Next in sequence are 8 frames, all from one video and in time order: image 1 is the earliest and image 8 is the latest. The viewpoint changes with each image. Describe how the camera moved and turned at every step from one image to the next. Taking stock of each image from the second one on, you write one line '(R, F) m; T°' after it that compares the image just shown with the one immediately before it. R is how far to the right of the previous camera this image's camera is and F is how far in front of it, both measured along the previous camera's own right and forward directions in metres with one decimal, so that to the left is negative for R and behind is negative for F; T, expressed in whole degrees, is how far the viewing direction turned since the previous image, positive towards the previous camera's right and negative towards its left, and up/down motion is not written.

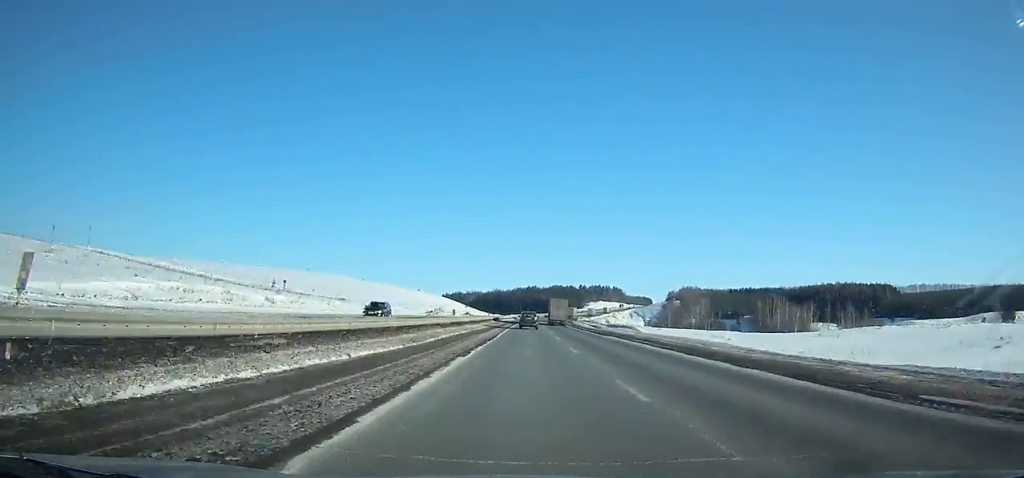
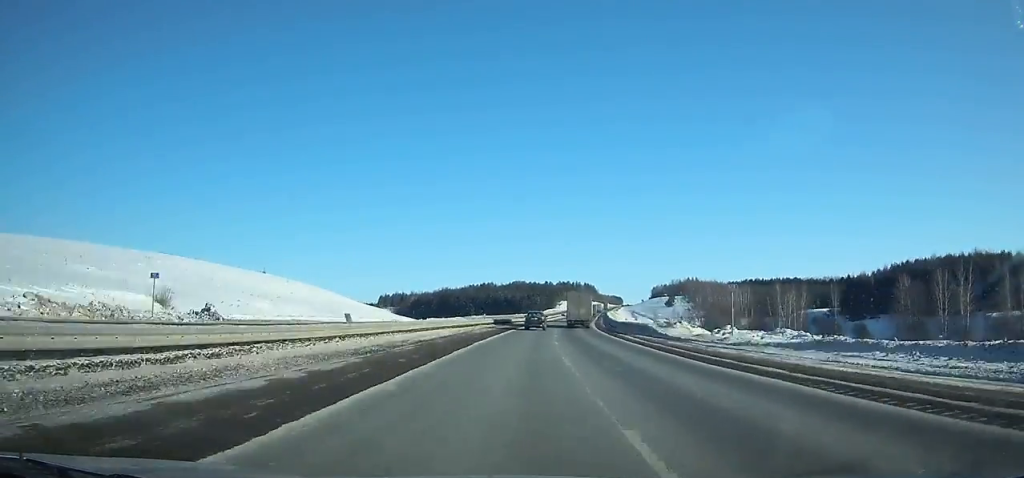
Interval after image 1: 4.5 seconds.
(+2.1, +131.3) m; +3°
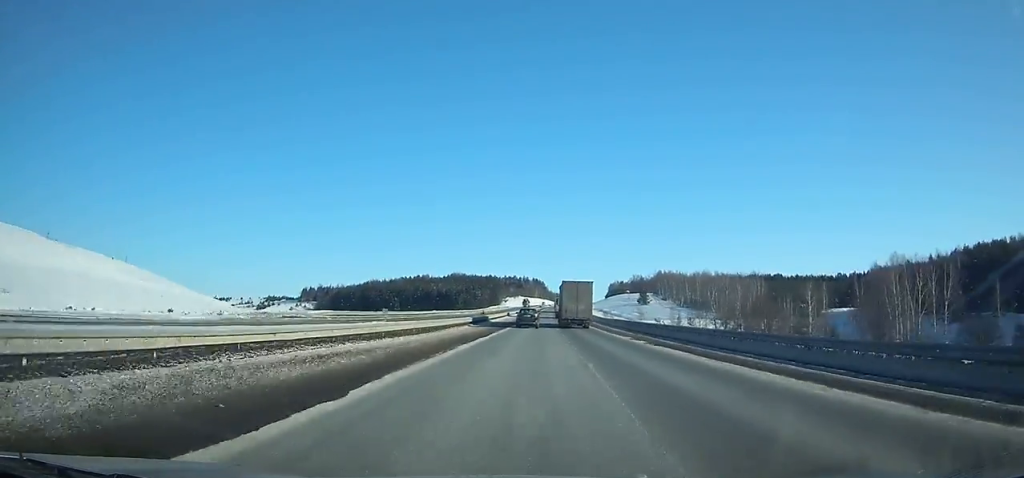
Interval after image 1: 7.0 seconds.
(+1.4, +73.7) m; +4°
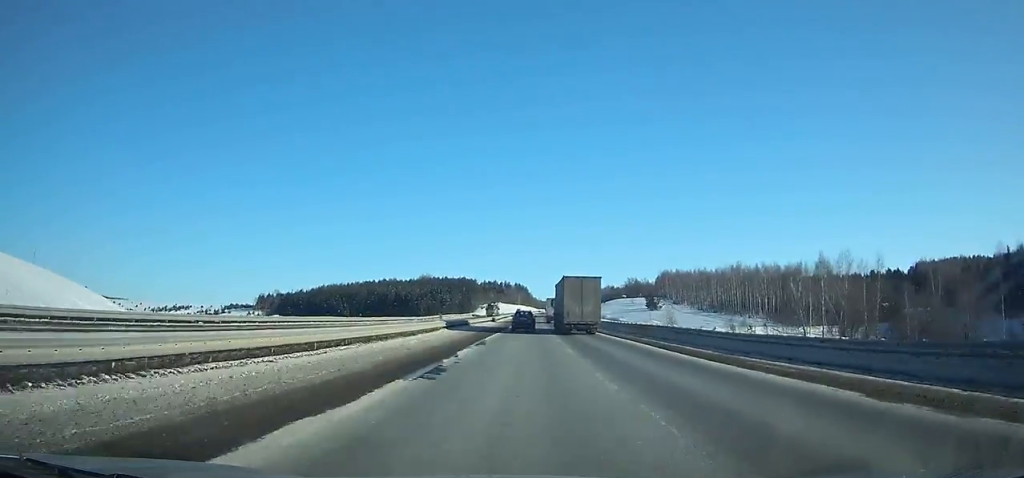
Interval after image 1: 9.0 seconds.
(+2.6, +59.2) m; +2°
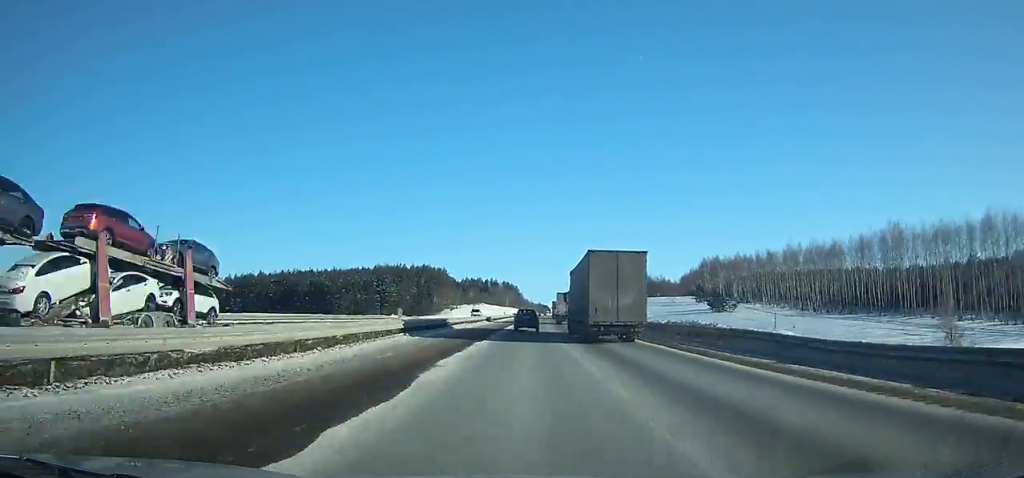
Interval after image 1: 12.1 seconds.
(+2.2, +92.1) m; +2°
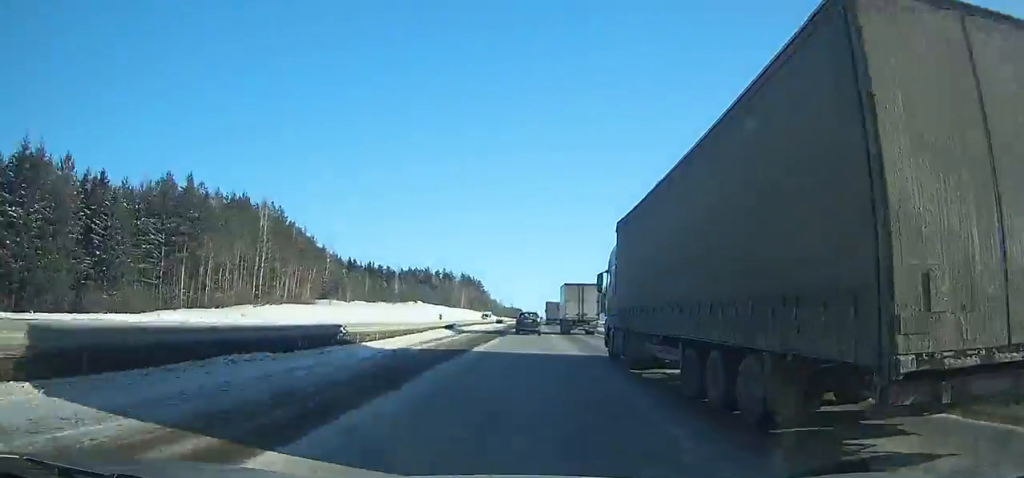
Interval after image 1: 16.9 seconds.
(+3.5, +144.5) m; +3°
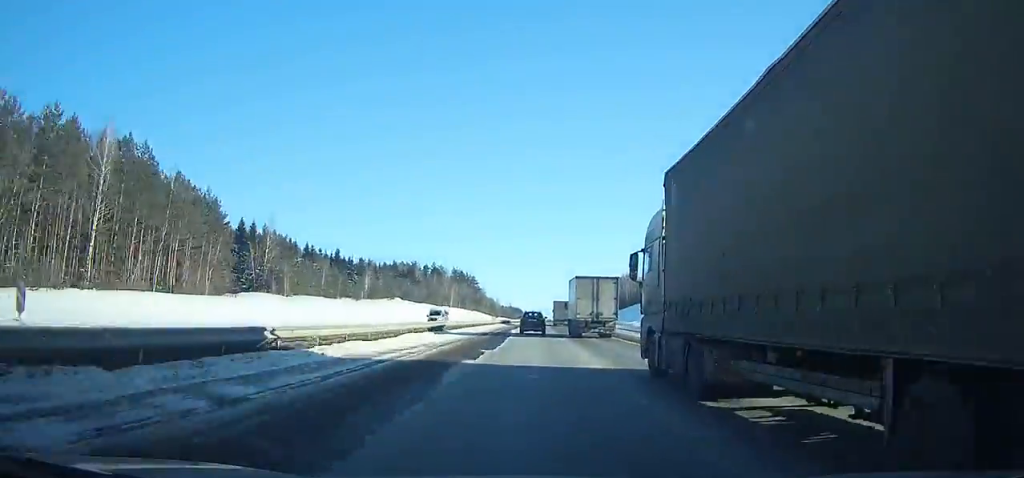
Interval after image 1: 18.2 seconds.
(+0.2, +39.8) m; +1°
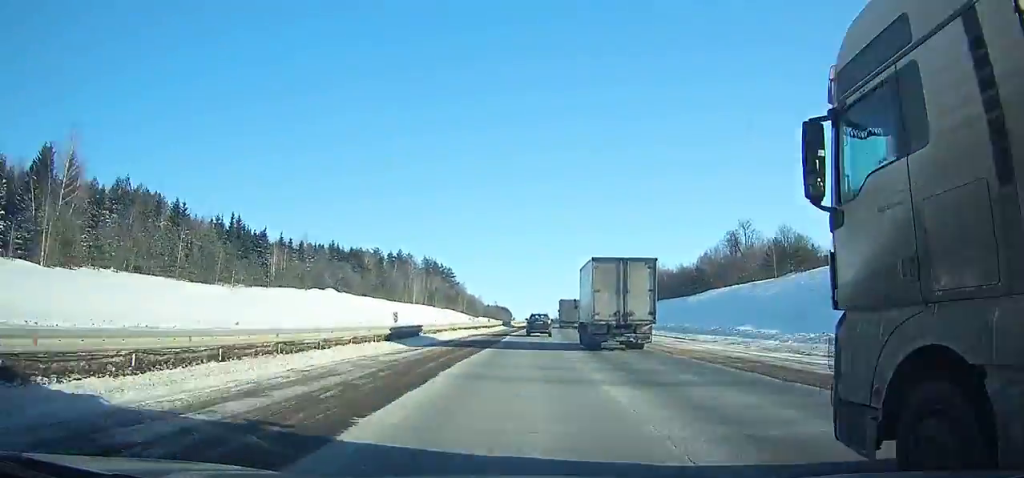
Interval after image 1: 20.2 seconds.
(+0.6, +61.5) m; +1°
